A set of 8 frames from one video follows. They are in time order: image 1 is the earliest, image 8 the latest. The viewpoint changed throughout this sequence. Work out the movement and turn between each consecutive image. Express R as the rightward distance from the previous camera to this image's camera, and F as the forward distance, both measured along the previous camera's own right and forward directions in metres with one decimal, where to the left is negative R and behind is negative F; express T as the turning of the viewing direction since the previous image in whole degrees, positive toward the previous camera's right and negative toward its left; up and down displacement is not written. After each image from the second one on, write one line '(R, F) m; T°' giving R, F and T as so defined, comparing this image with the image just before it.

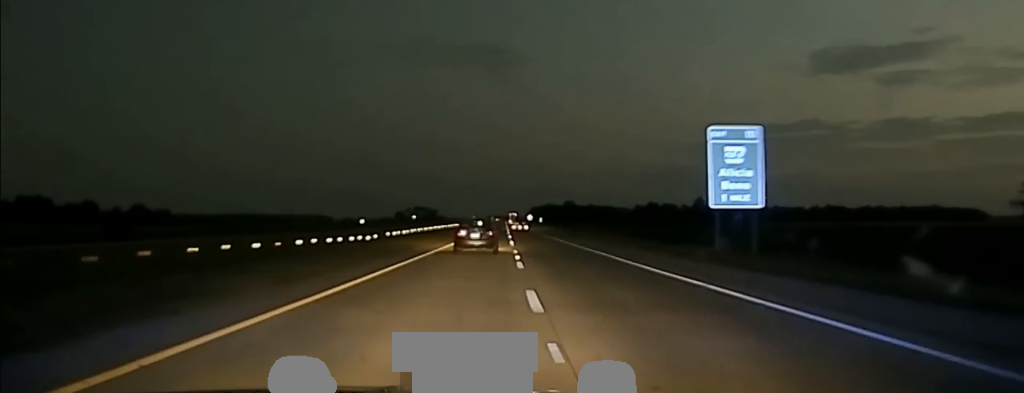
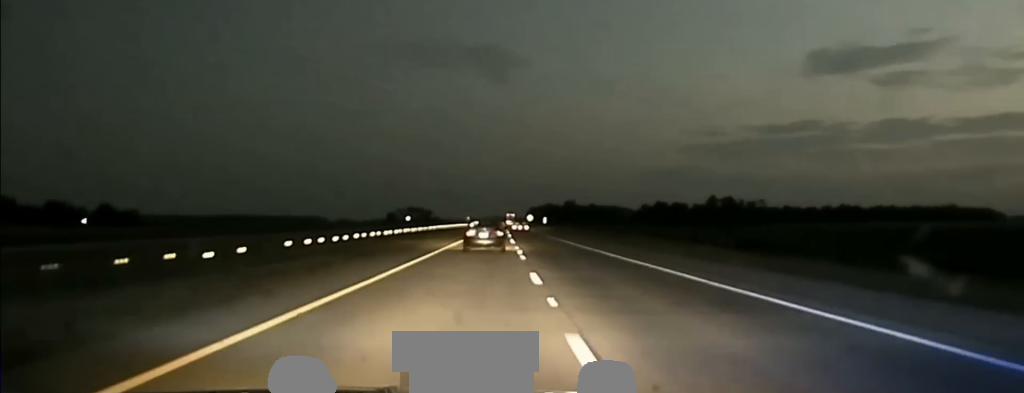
(+0.1, +44.6) m; 0°
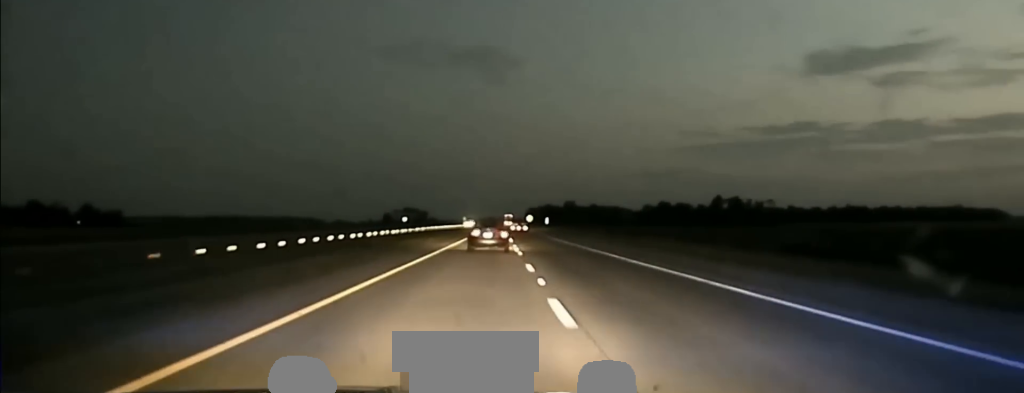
(+0.1, +22.2) m; 0°
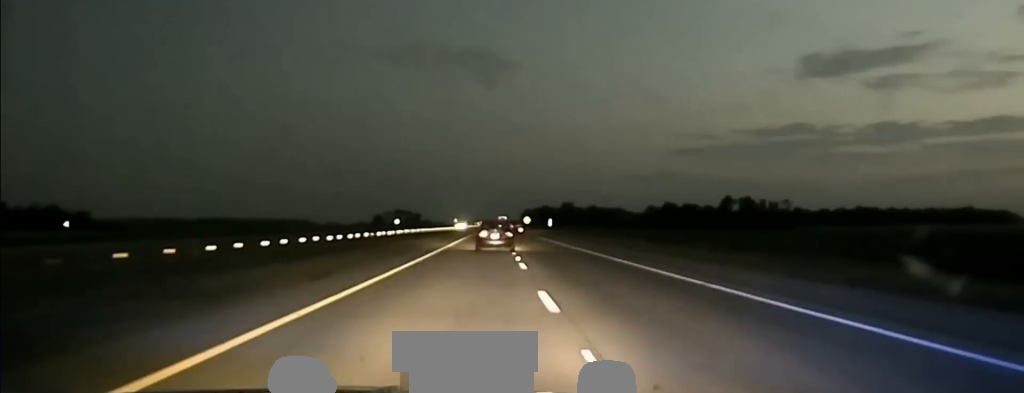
(+0.1, +34.9) m; +1°
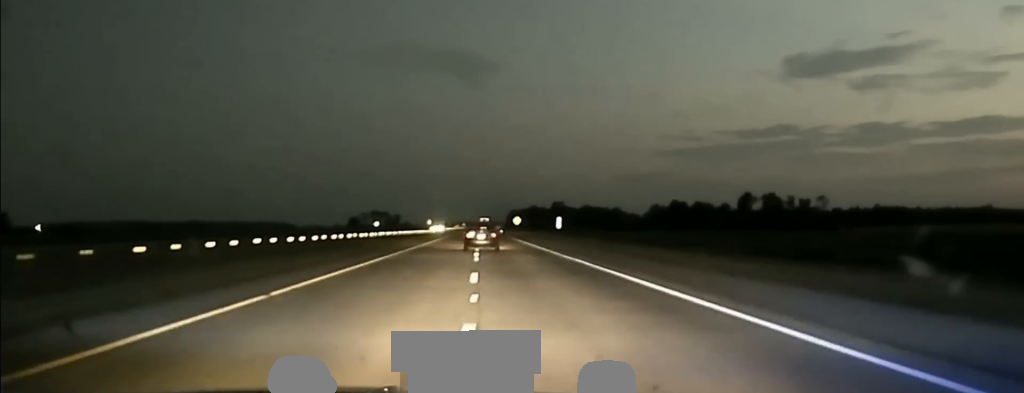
(+0.7, +62.8) m; +1°
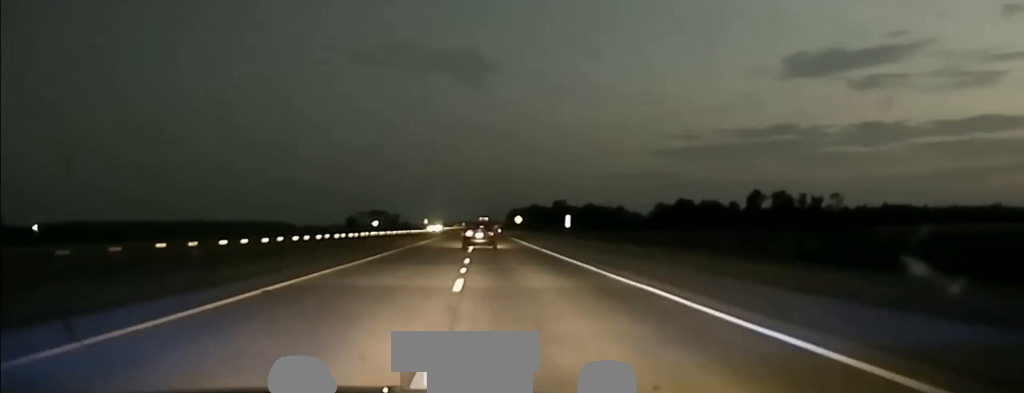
(+0.1, +14.6) m; 0°
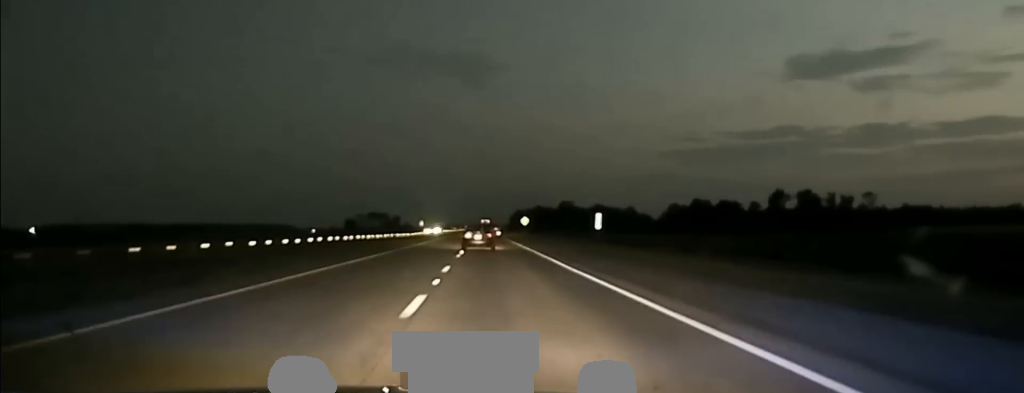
(-0.1, +29.0) m; 0°
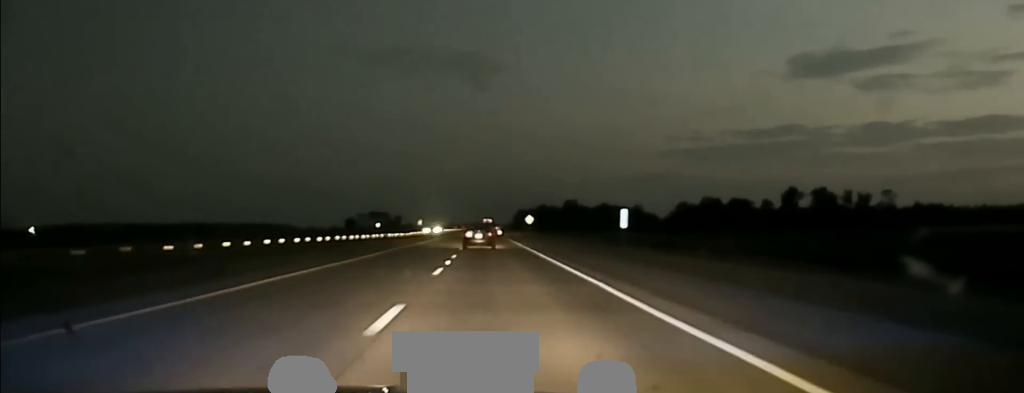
(0.0, +14.7) m; 0°
